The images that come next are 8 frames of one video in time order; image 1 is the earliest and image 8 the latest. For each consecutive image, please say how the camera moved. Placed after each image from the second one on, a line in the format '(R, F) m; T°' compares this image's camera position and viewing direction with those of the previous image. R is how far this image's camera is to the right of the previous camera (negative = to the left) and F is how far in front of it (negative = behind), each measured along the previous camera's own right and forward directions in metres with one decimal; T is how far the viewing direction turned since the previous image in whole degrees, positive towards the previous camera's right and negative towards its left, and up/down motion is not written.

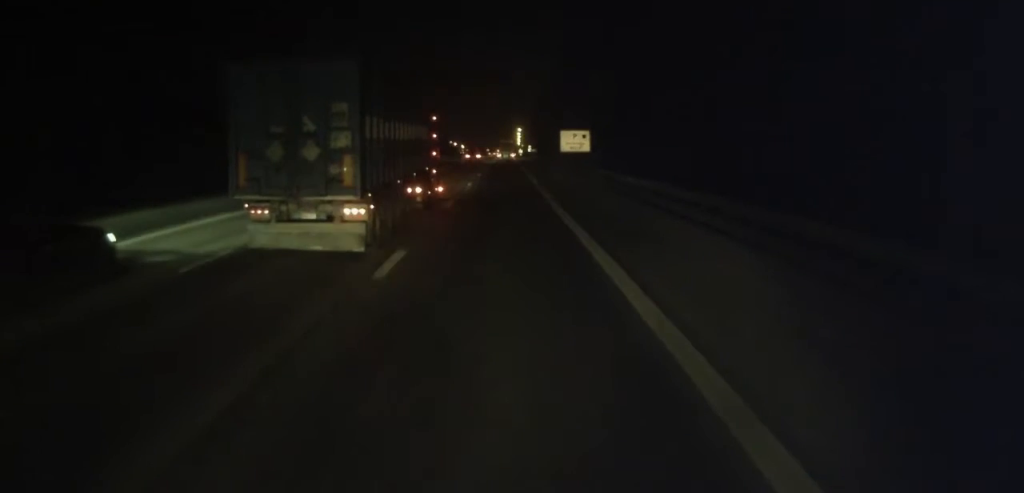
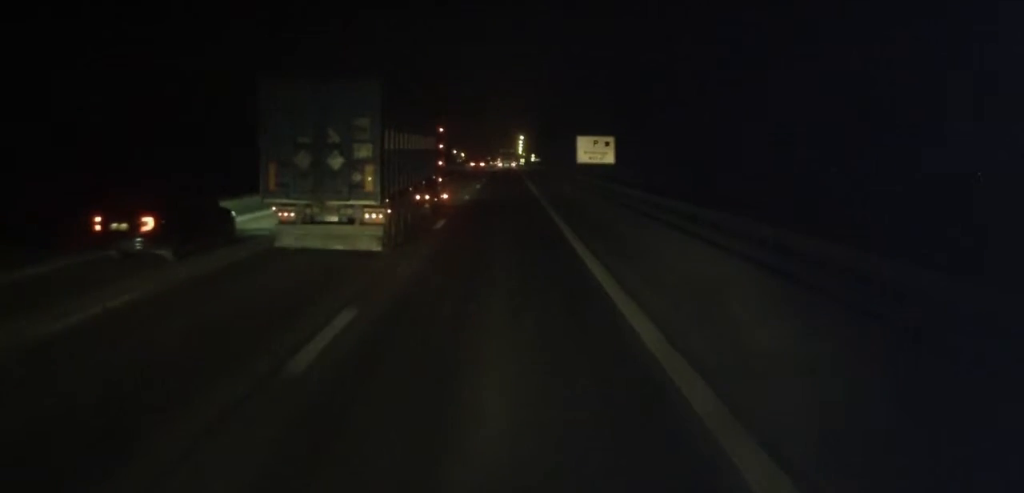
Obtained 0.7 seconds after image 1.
(-0.3, +16.3) m; 0°
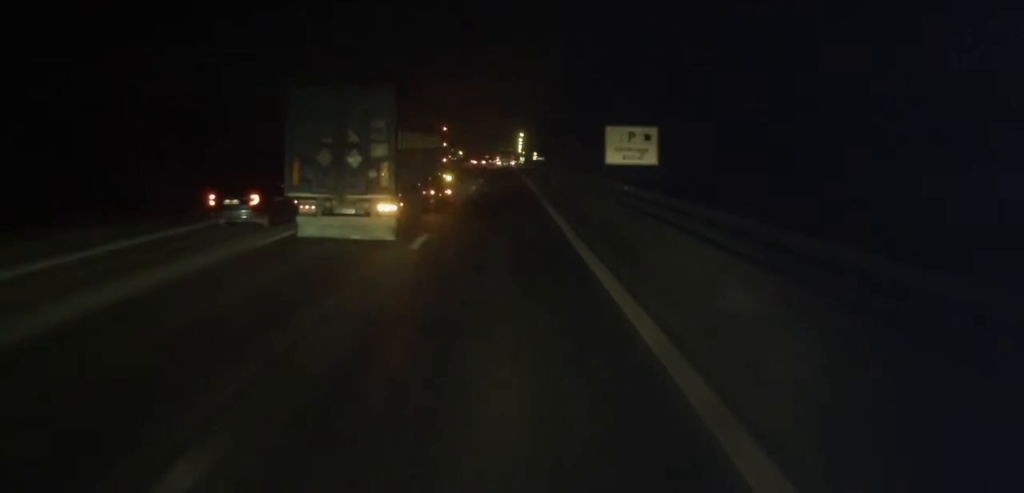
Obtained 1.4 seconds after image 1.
(+0.4, +17.2) m; +1°
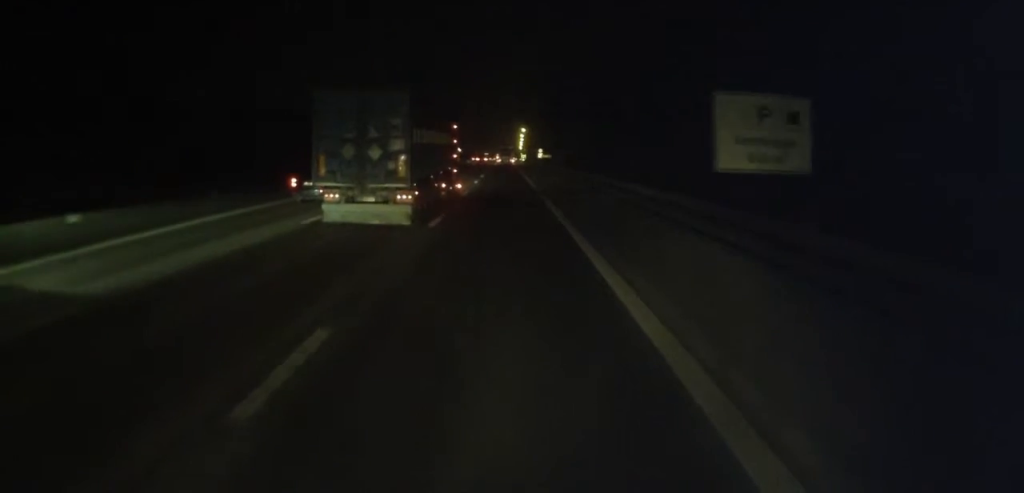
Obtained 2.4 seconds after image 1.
(+0.2, +21.9) m; -1°
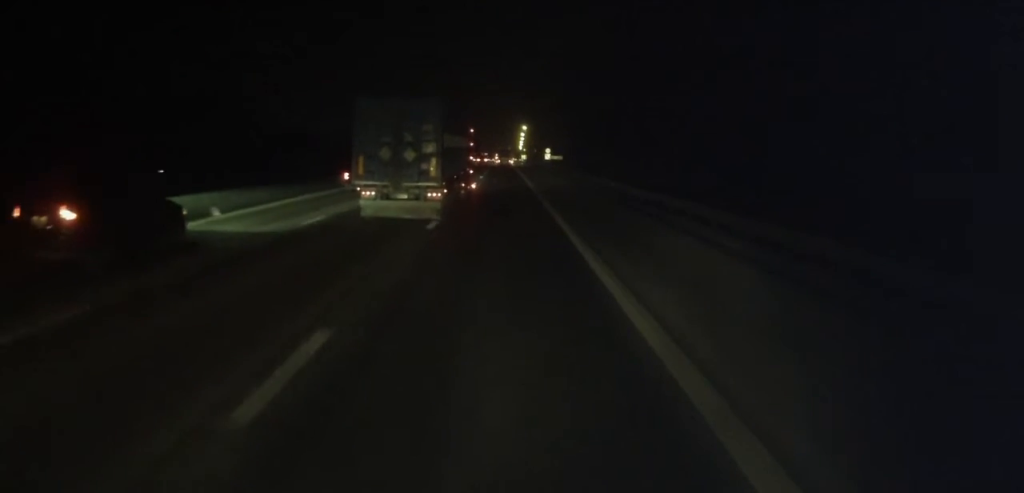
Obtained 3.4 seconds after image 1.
(-0.4, +25.0) m; -1°
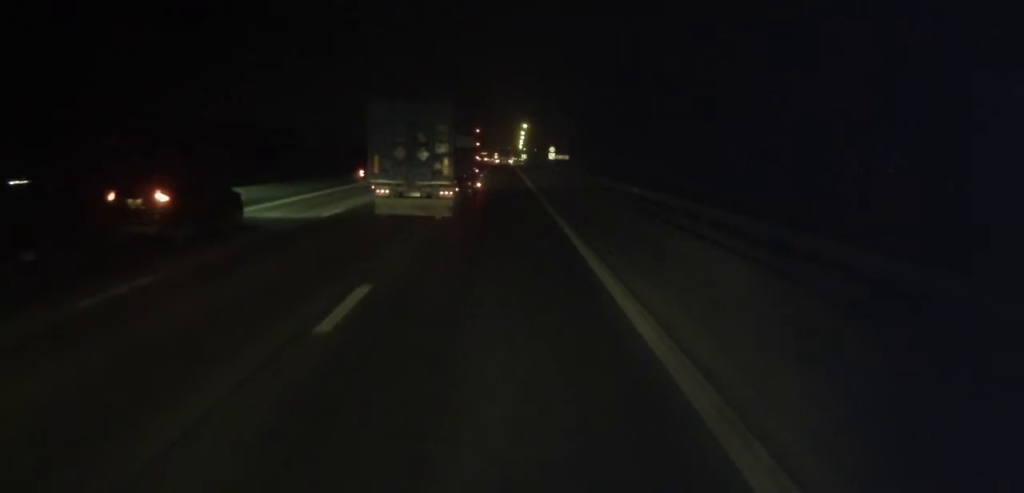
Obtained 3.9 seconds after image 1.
(0.0, +10.2) m; 0°
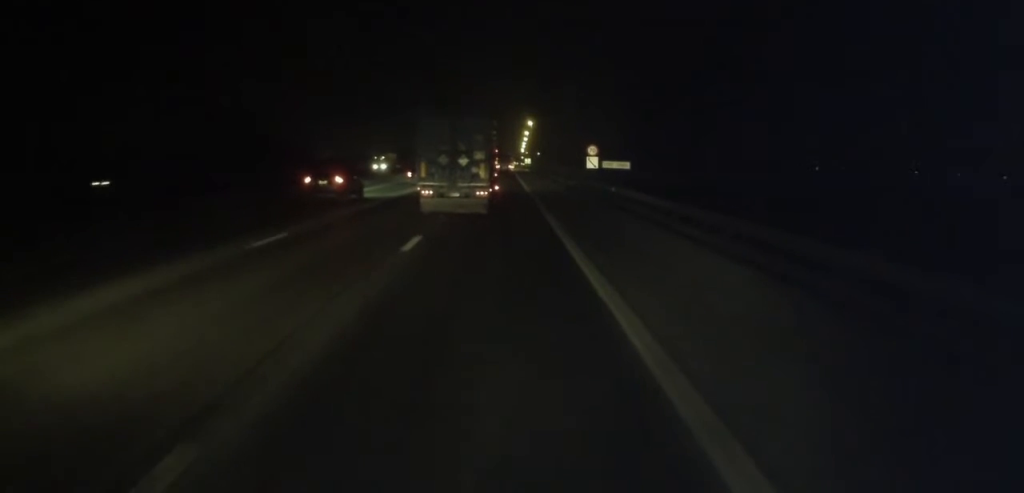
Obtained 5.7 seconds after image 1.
(+0.2, +42.9) m; 0°
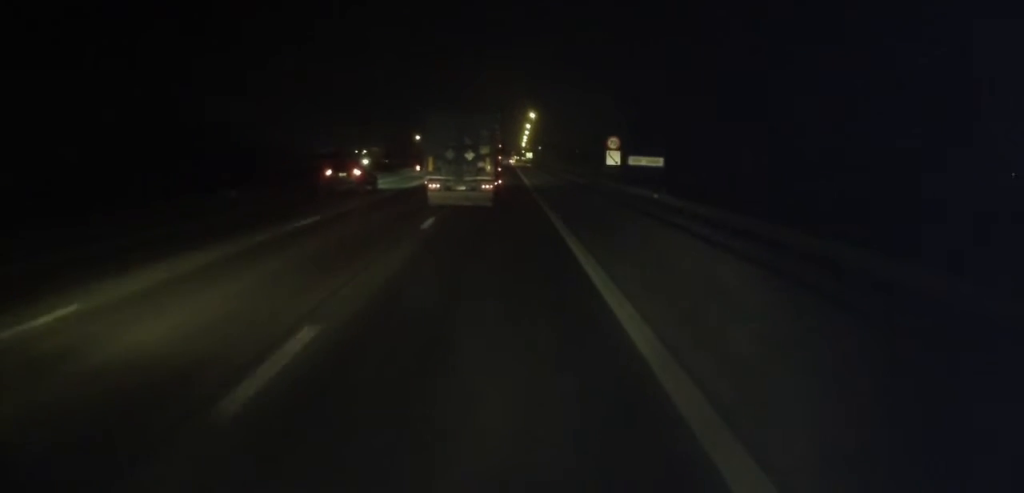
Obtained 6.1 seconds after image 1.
(+0.1, +9.4) m; 0°
